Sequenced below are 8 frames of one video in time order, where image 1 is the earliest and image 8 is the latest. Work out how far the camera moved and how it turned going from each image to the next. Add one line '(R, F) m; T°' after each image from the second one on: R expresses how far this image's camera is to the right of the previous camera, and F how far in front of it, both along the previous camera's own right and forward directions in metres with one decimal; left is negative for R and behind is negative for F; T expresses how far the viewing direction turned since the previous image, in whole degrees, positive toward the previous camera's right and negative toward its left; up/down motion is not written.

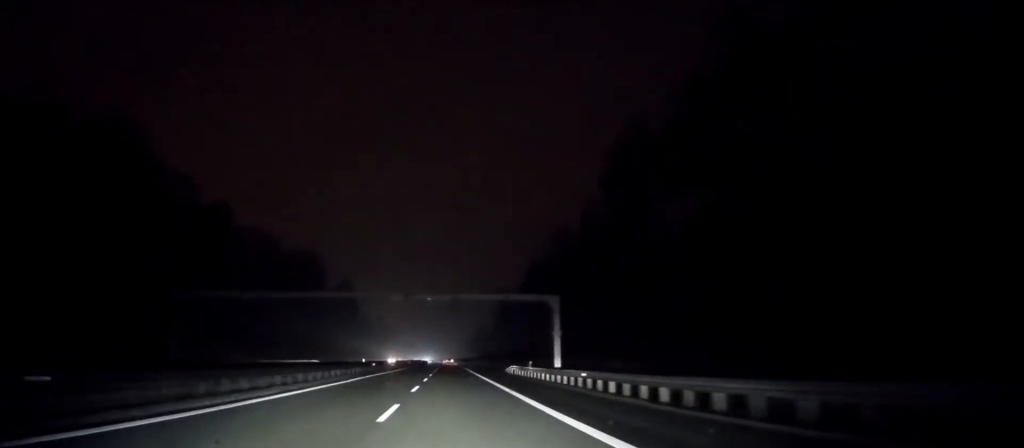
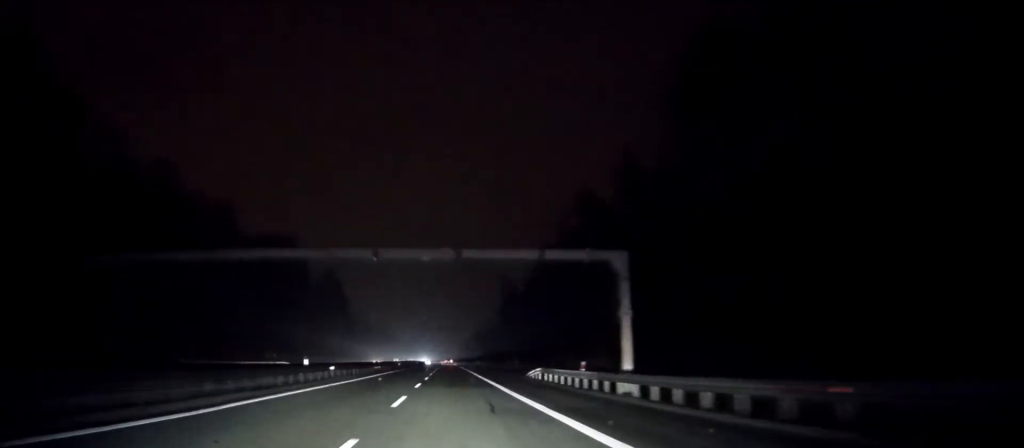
(-0.1, +19.3) m; 0°
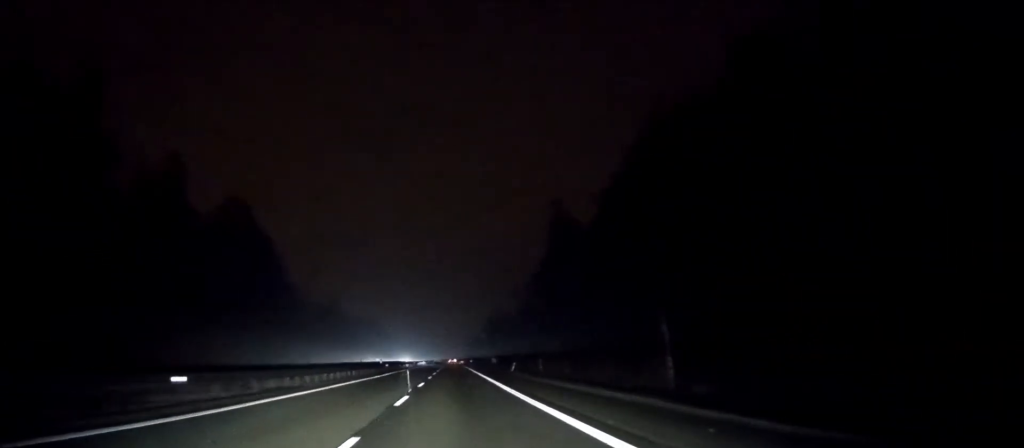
(-0.3, +70.0) m; 0°
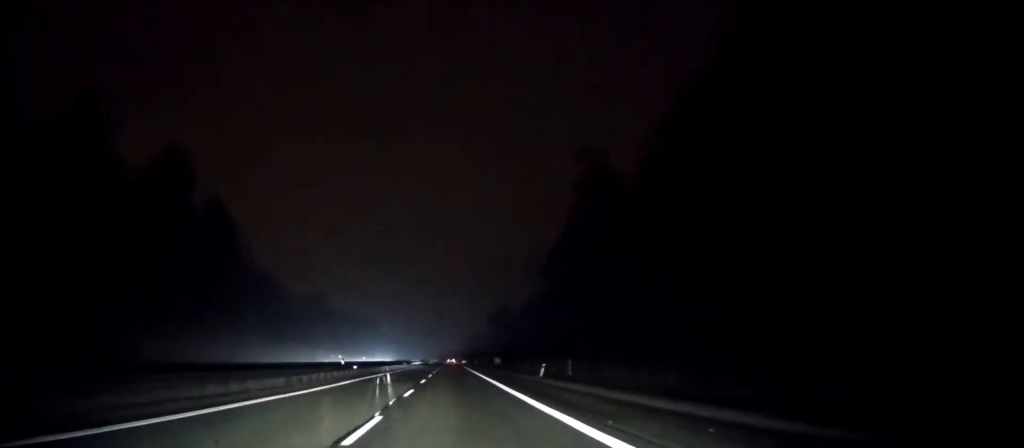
(0.0, +20.5) m; 0°
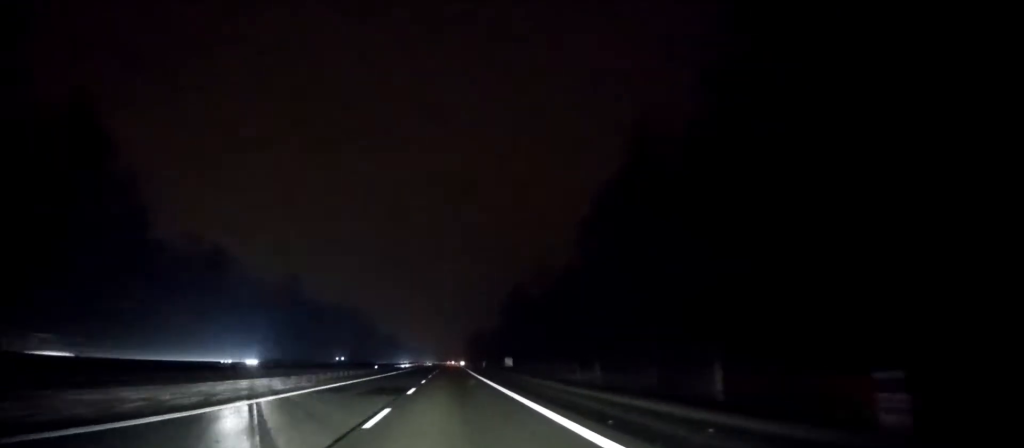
(0.0, +34.0) m; 0°
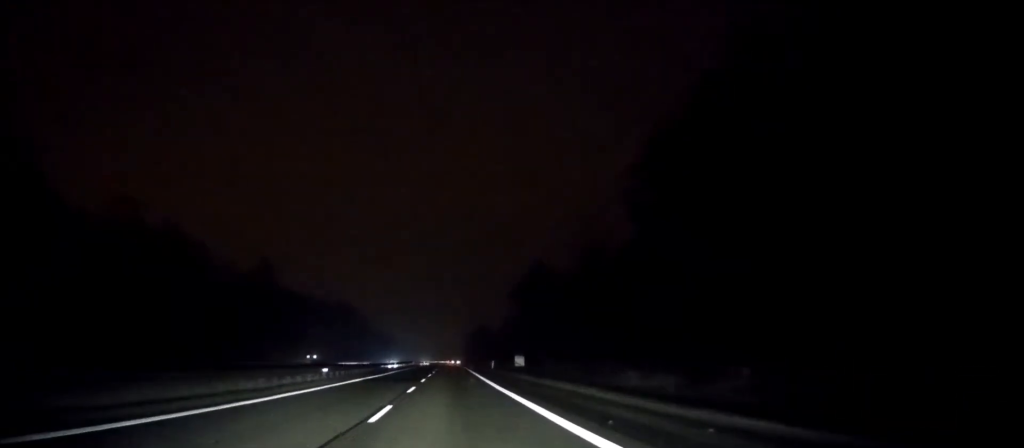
(0.0, +23.2) m; 0°
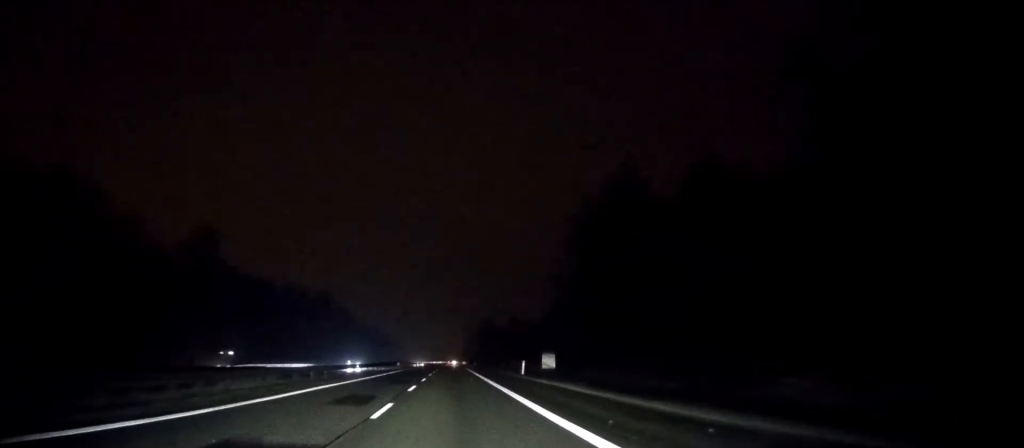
(0.0, +35.5) m; 0°
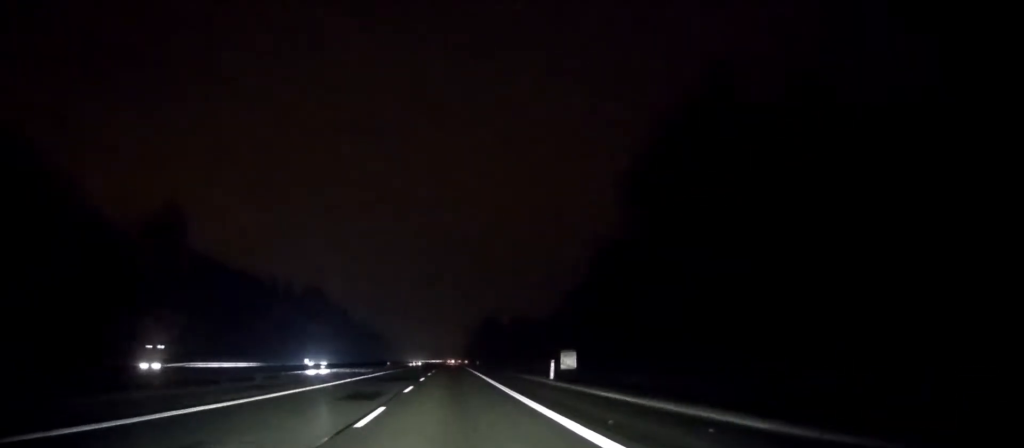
(0.0, +14.3) m; 0°
